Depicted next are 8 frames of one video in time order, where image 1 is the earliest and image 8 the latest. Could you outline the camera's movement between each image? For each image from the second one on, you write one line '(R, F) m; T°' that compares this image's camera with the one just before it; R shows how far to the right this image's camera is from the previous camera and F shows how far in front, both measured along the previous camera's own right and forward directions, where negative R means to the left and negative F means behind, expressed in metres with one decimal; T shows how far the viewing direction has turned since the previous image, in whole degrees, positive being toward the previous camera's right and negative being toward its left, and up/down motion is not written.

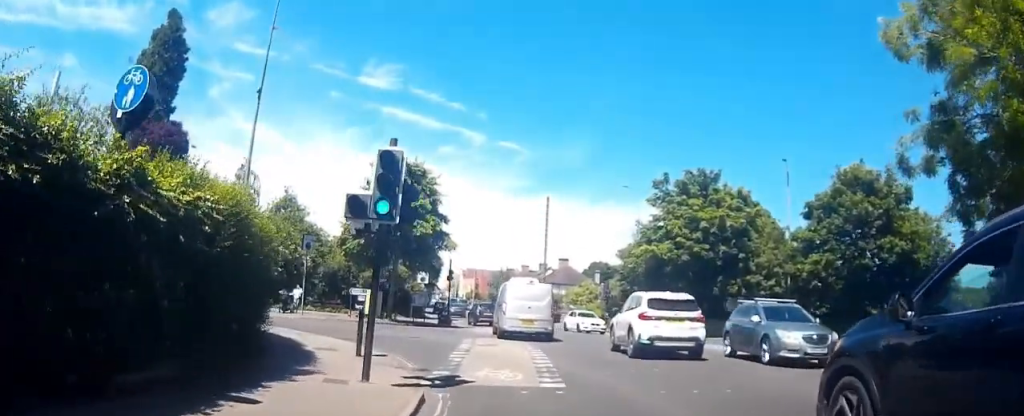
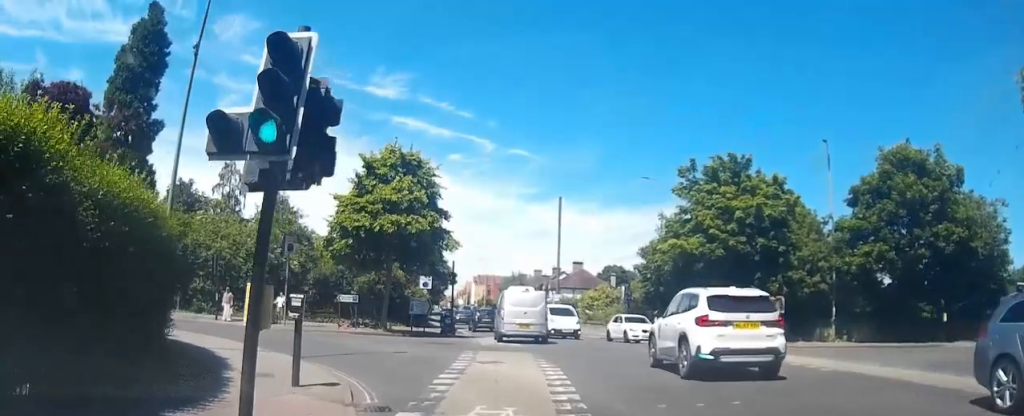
(0.0, +4.4) m; -8°
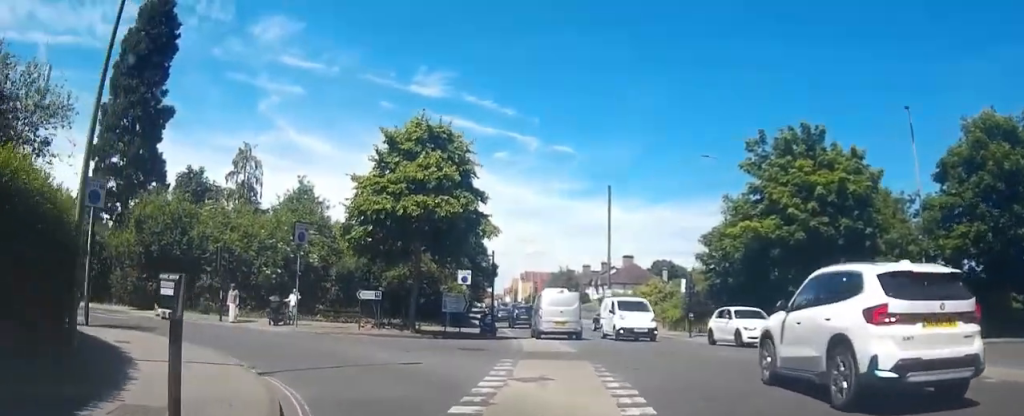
(-0.6, +4.4) m; -13°
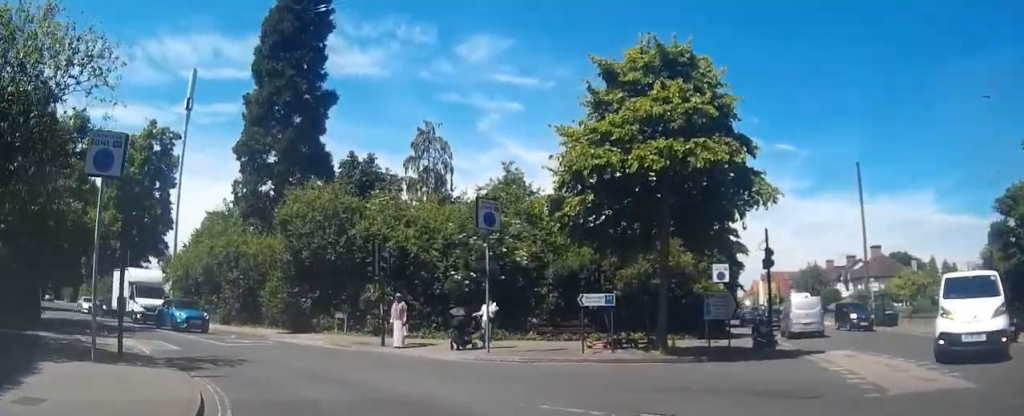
(-1.3, +6.6) m; -15°
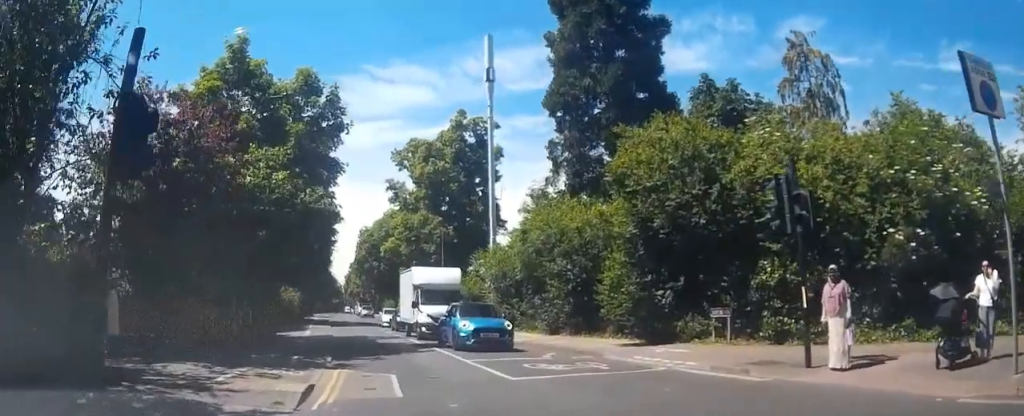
(0.0, +9.1) m; -15°
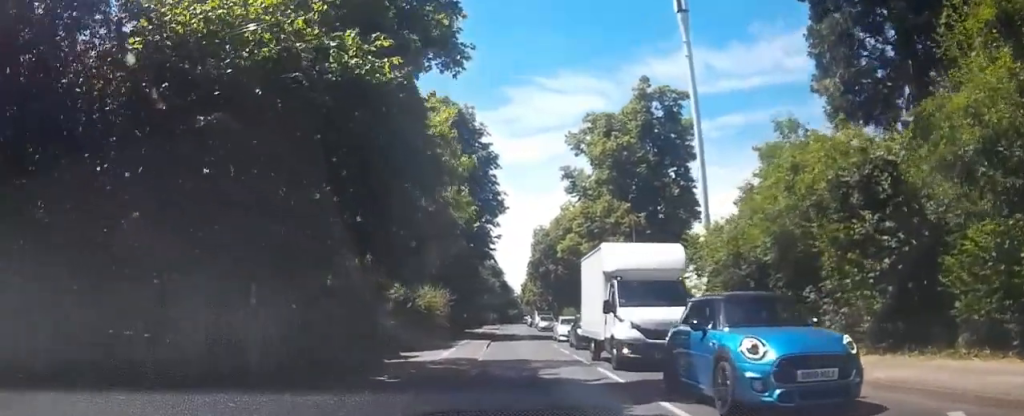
(-3.3, +11.2) m; -23°
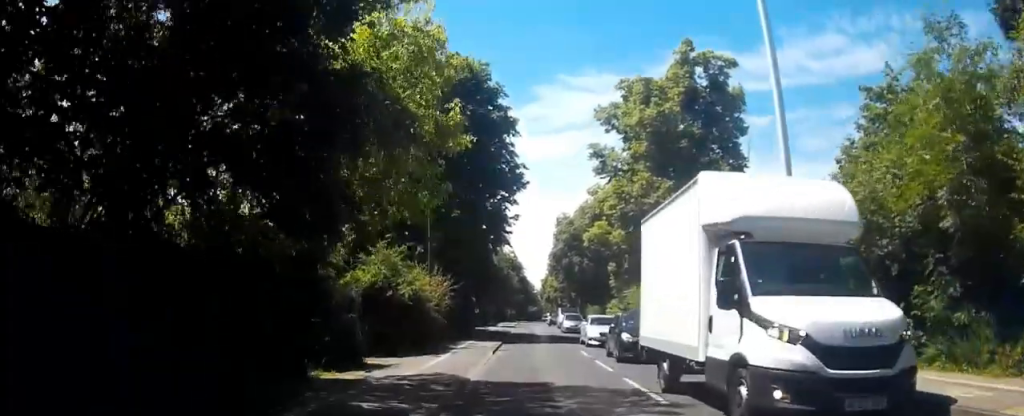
(0.0, +8.2) m; -2°
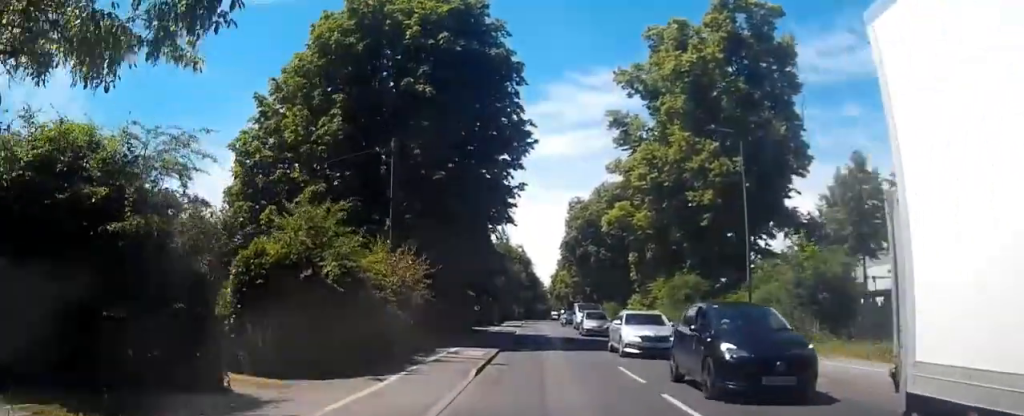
(-0.3, +9.3) m; -2°
